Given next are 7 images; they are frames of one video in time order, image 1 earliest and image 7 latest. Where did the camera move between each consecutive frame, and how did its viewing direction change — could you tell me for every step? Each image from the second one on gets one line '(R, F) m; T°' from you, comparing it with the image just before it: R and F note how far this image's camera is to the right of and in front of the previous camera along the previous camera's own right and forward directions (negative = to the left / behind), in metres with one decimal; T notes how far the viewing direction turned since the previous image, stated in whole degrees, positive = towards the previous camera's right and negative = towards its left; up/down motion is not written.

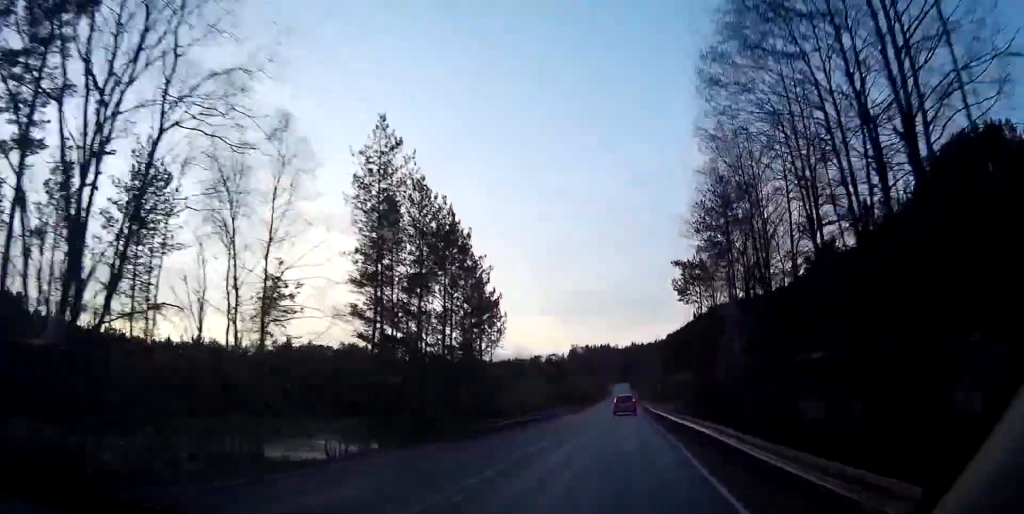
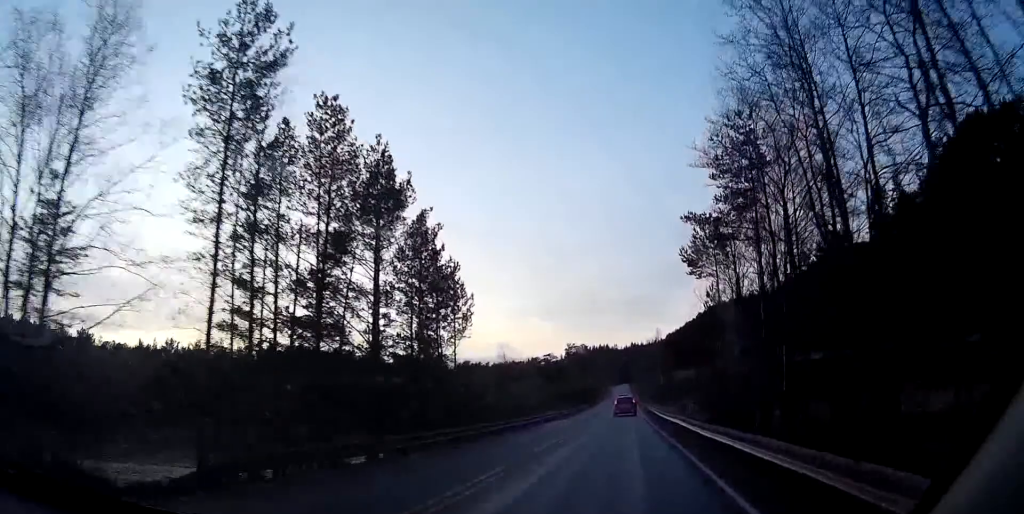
(0.0, +10.5) m; 0°
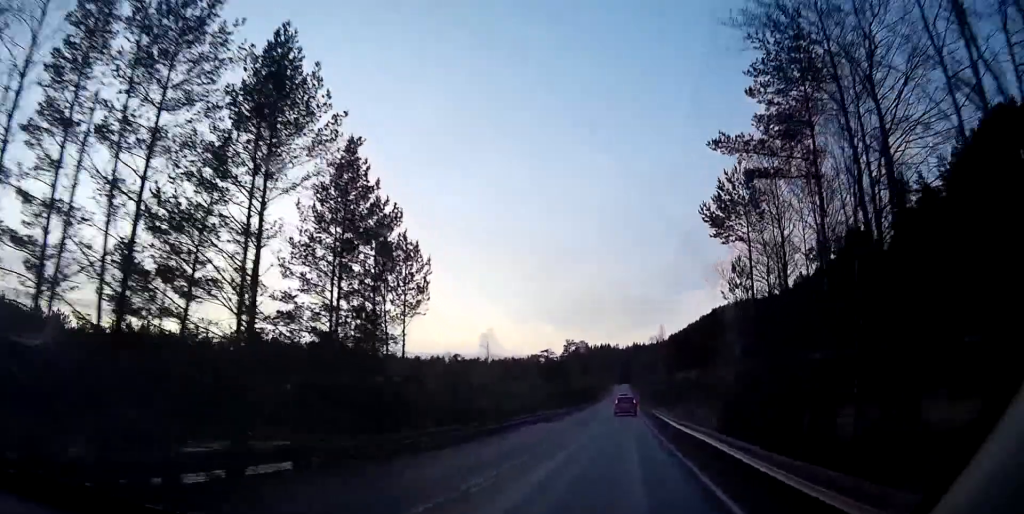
(-0.2, +9.8) m; 0°
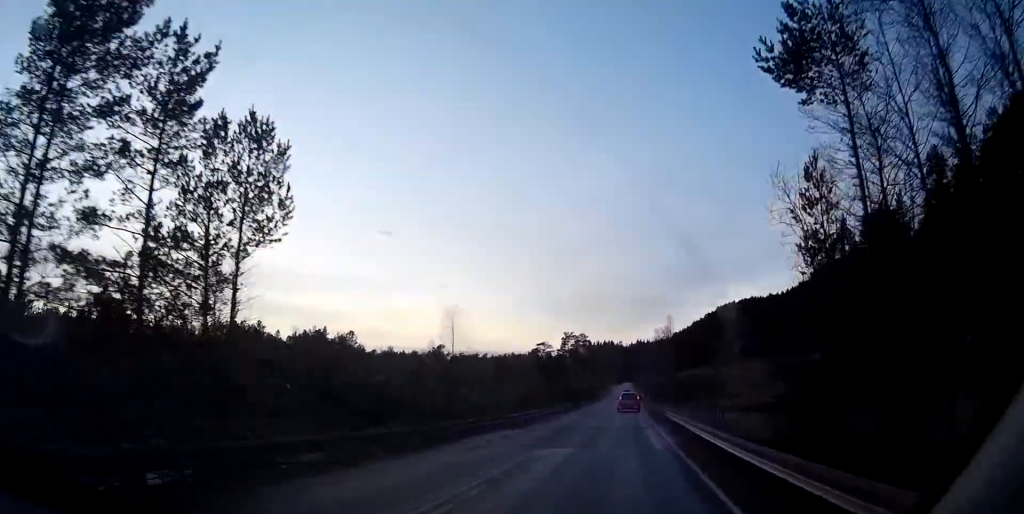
(+0.2, +14.5) m; +1°
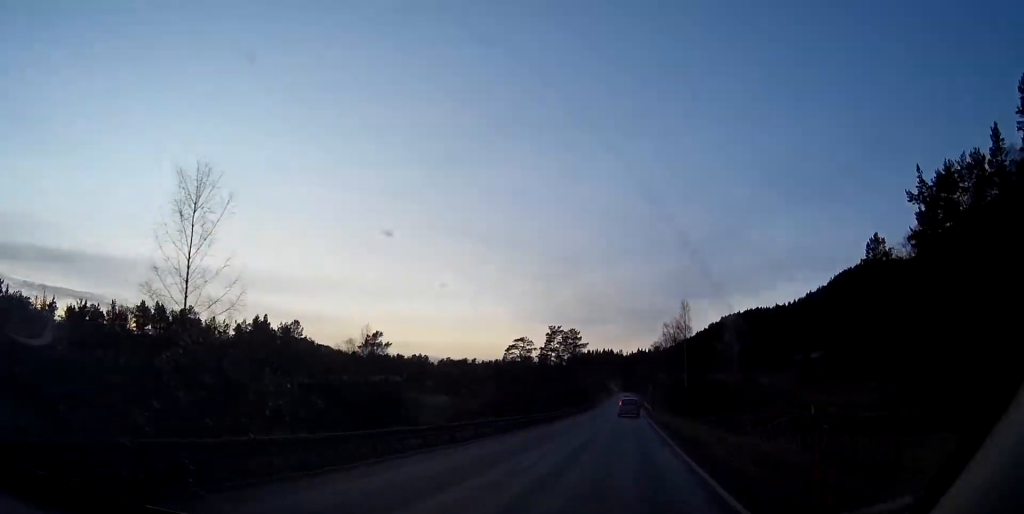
(+1.1, +32.8) m; +3°
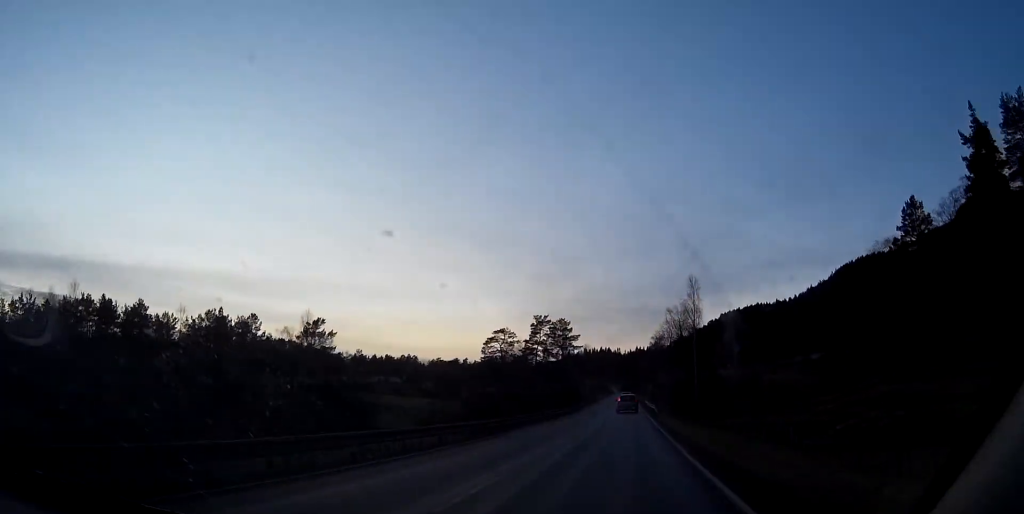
(+0.2, +17.9) m; 0°
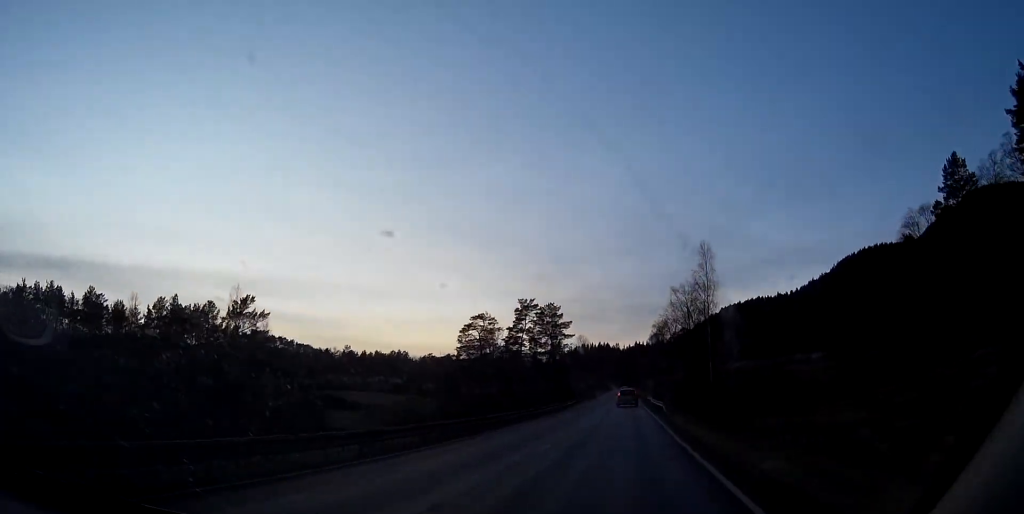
(-0.1, +15.3) m; 0°
